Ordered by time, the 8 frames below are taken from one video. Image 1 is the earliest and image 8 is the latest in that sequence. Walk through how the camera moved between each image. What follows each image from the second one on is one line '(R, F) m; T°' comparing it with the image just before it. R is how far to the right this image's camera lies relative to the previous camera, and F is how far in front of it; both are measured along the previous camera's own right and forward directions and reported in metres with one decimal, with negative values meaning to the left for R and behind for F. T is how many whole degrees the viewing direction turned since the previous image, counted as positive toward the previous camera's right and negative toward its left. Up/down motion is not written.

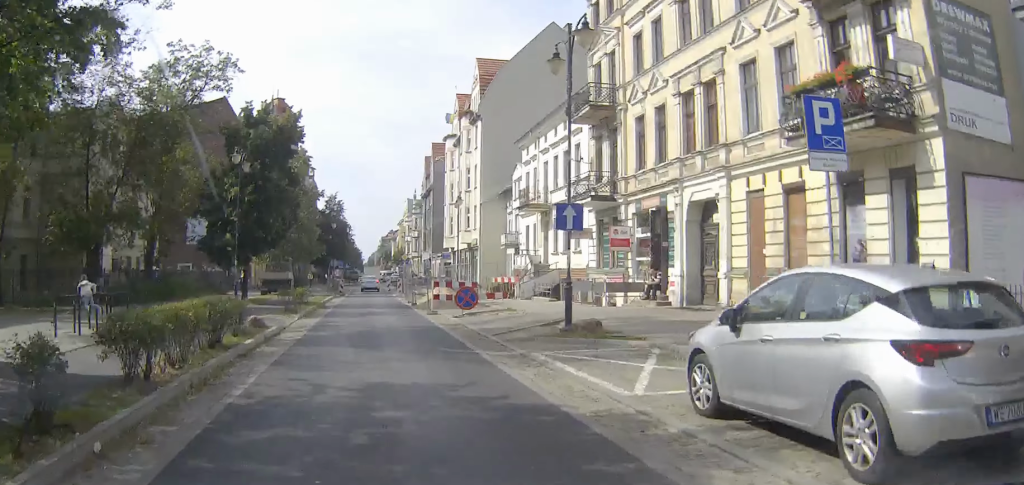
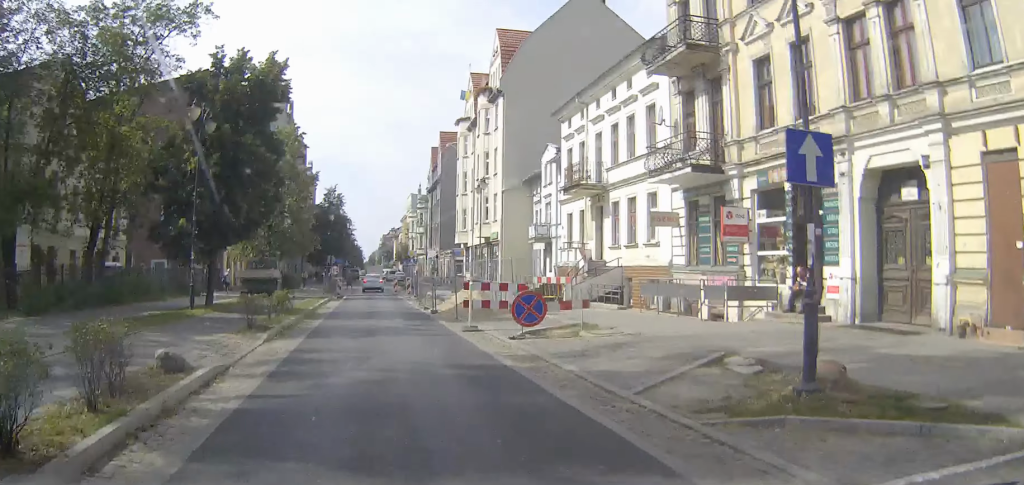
(0.0, +9.6) m; 0°
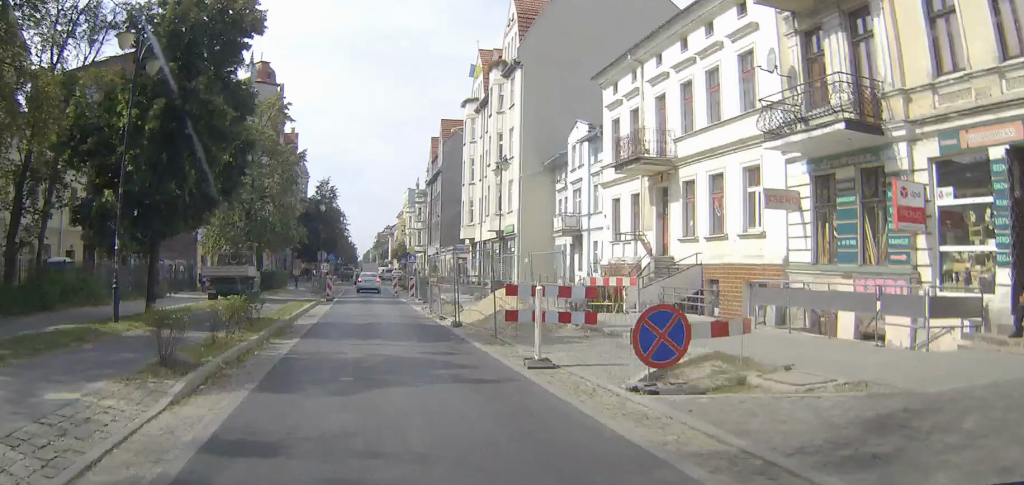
(0.0, +7.9) m; 0°
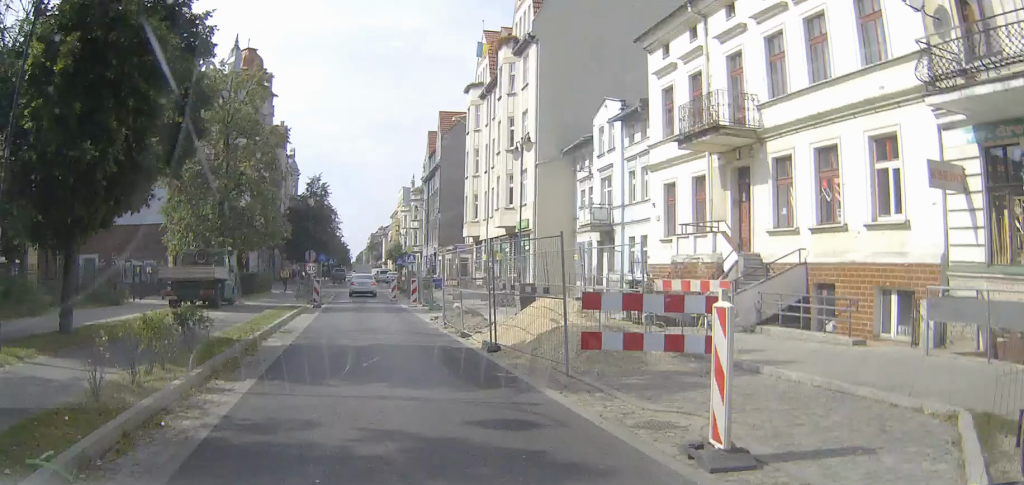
(0.0, +6.3) m; 0°
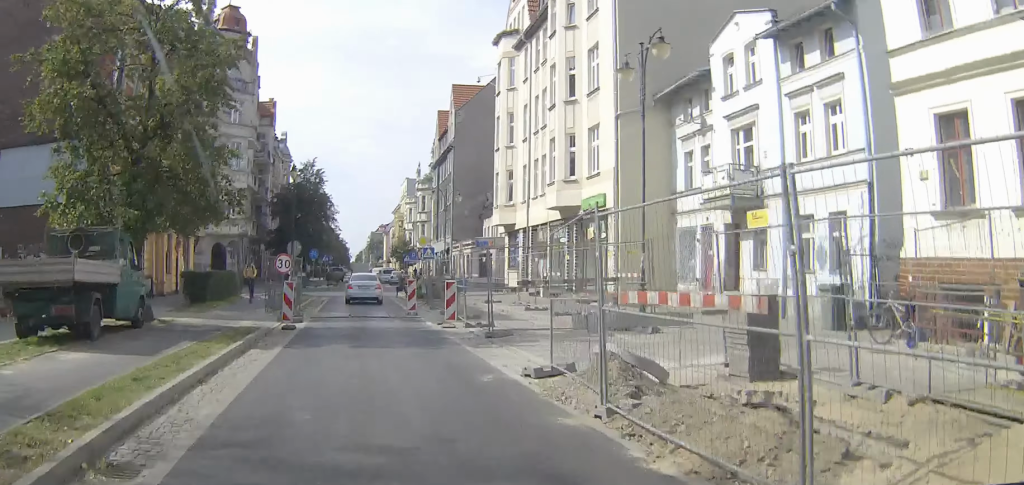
(+0.1, +13.8) m; 0°
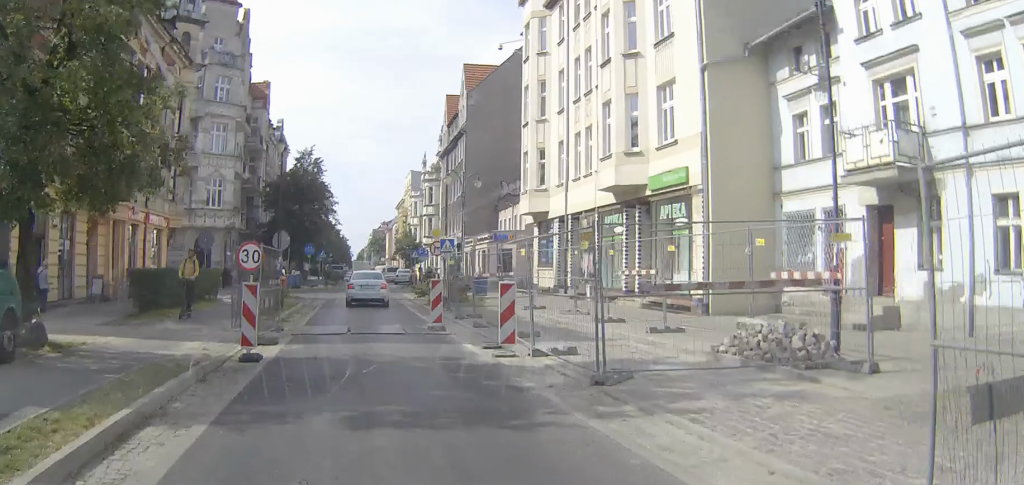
(-0.1, +7.5) m; -1°
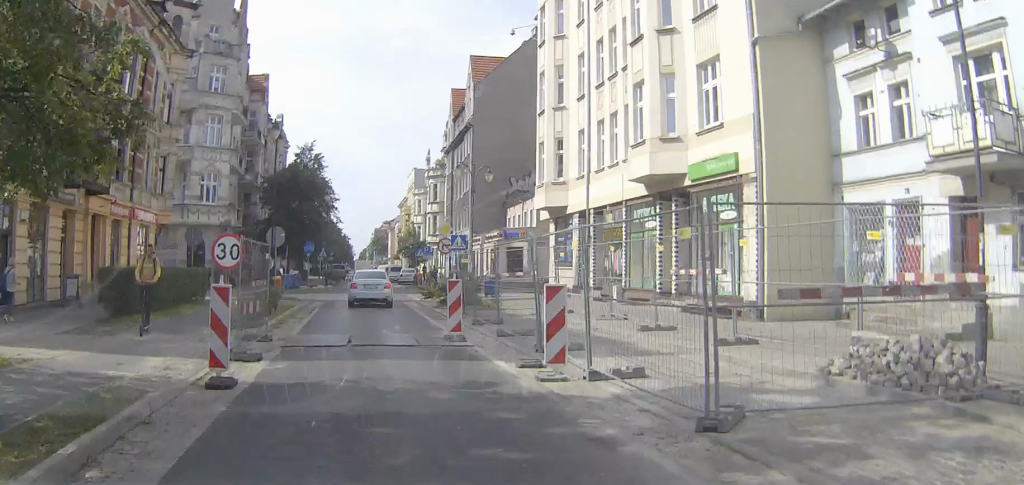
(0.0, +3.0) m; +1°
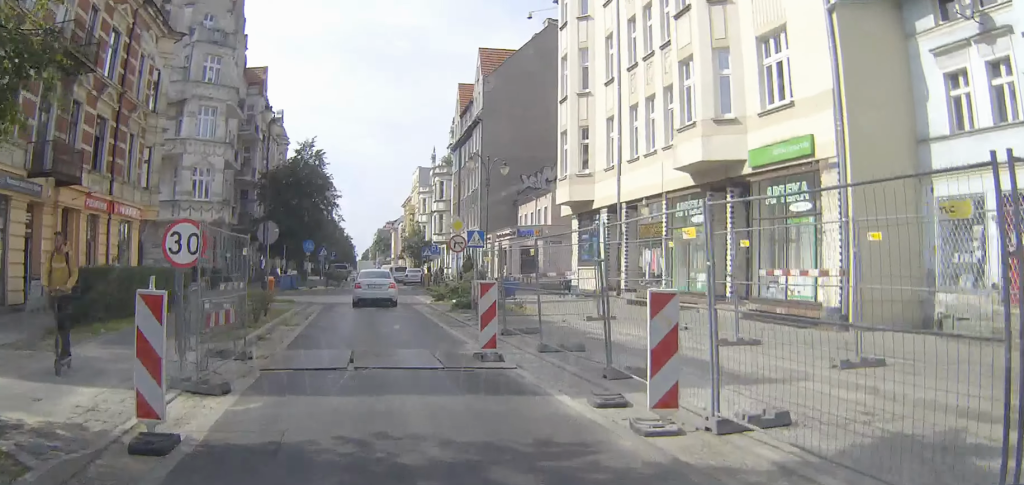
(0.0, +3.9) m; +2°
